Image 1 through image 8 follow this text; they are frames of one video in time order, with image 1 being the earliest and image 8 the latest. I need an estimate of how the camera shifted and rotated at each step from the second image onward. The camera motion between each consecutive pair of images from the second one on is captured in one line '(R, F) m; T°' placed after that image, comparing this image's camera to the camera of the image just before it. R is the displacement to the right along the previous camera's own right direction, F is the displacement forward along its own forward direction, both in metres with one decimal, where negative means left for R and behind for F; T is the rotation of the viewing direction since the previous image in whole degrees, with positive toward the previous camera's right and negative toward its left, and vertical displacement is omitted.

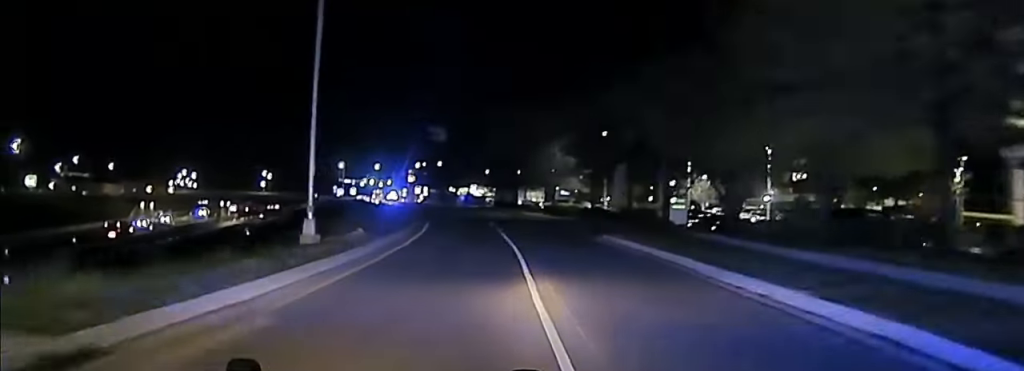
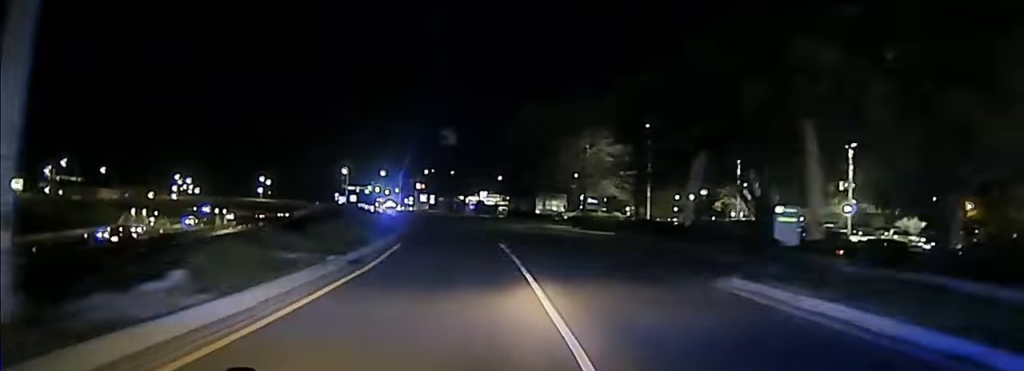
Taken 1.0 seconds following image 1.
(-0.6, +12.9) m; -3°
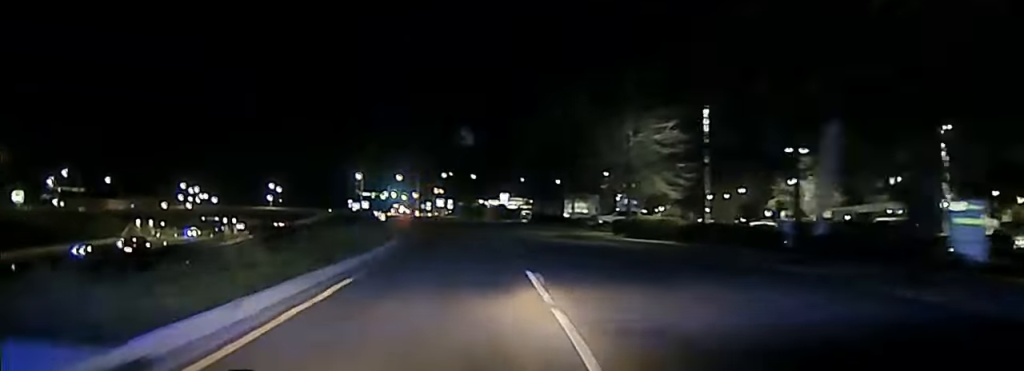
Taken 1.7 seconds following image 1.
(0.0, +9.5) m; 0°
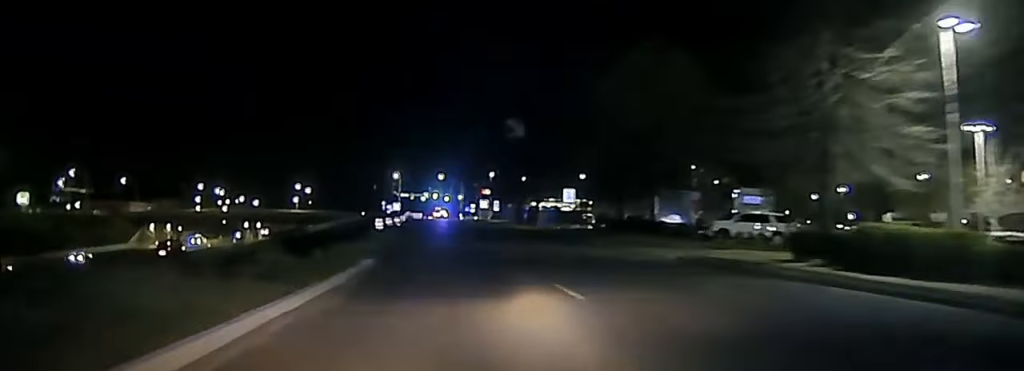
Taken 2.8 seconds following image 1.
(-0.1, +23.2) m; -2°
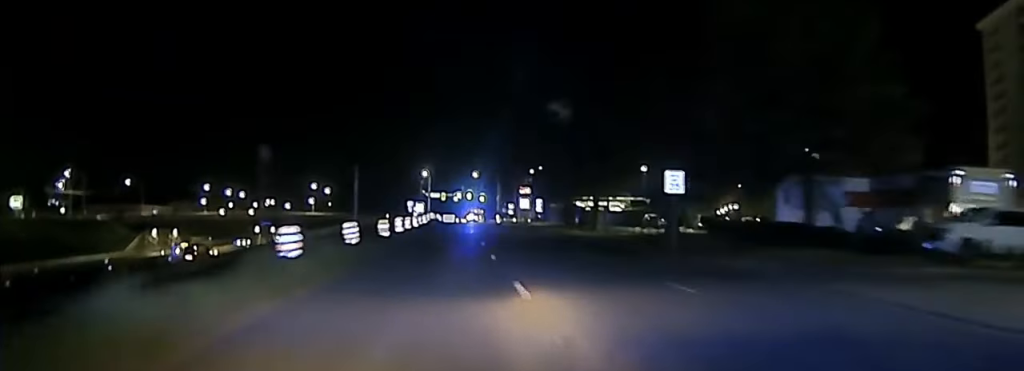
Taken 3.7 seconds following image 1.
(-0.4, +24.0) m; -2°
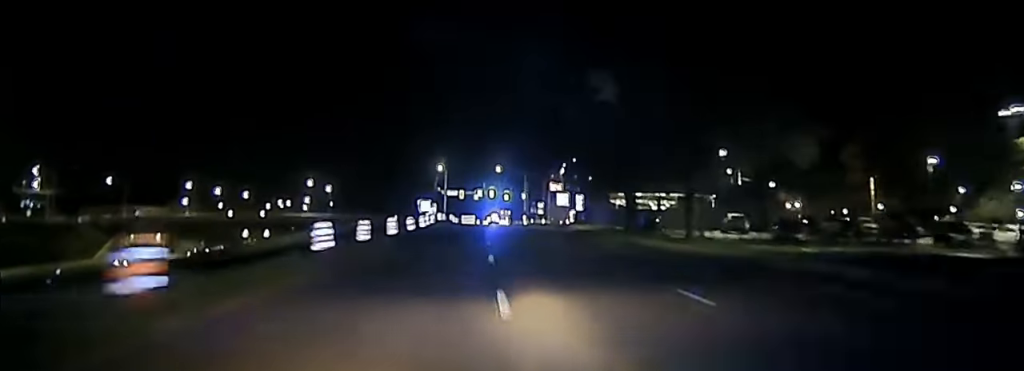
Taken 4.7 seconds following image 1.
(-0.4, +30.7) m; -1°
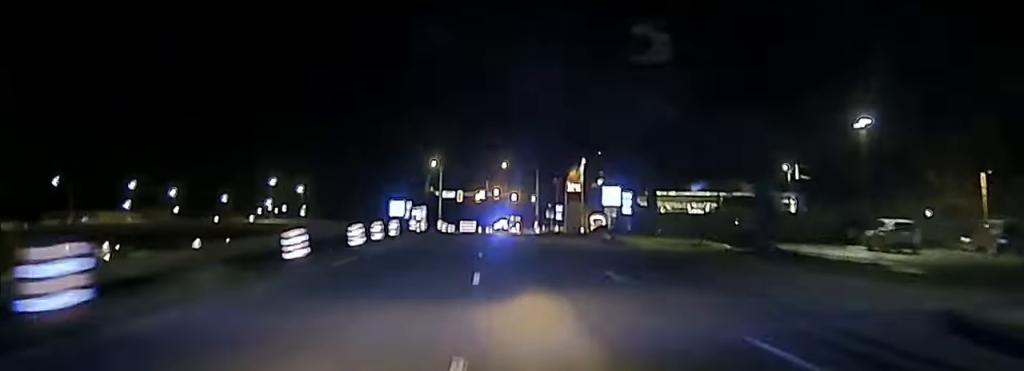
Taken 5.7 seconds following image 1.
(-0.3, +29.8) m; -1°
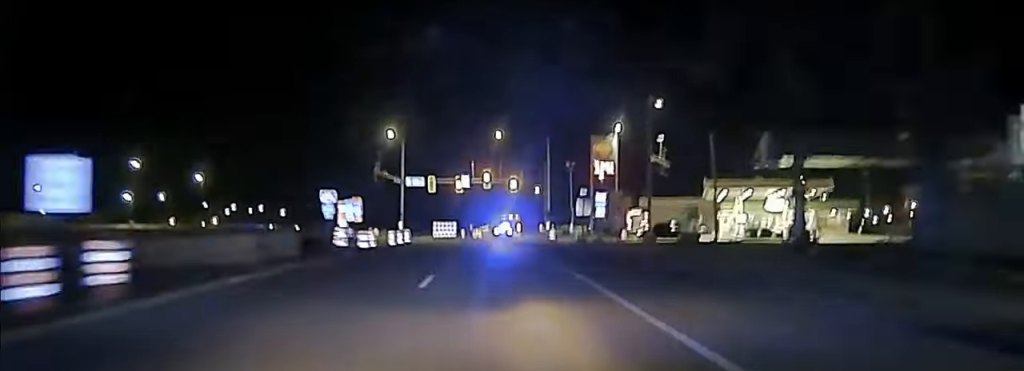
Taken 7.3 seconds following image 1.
(-0.1, +45.4) m; 0°
